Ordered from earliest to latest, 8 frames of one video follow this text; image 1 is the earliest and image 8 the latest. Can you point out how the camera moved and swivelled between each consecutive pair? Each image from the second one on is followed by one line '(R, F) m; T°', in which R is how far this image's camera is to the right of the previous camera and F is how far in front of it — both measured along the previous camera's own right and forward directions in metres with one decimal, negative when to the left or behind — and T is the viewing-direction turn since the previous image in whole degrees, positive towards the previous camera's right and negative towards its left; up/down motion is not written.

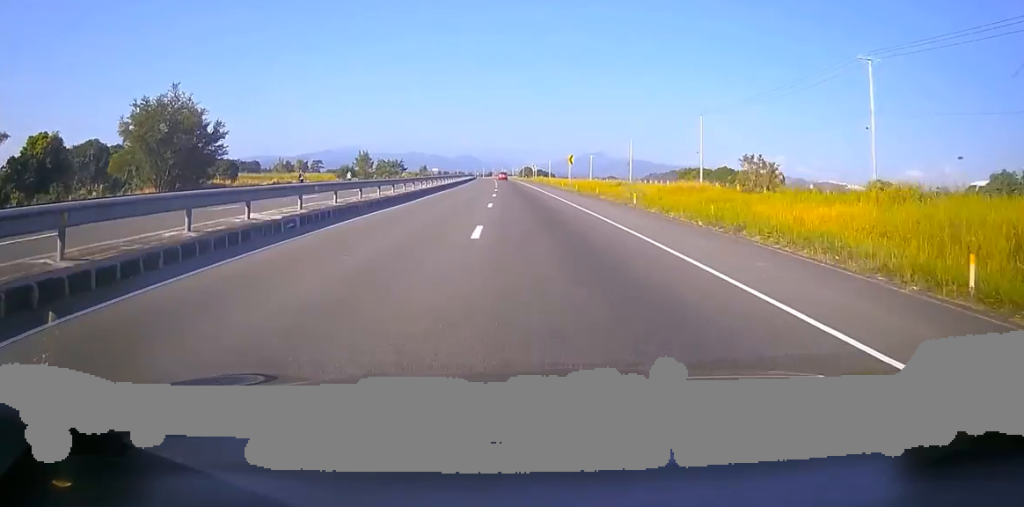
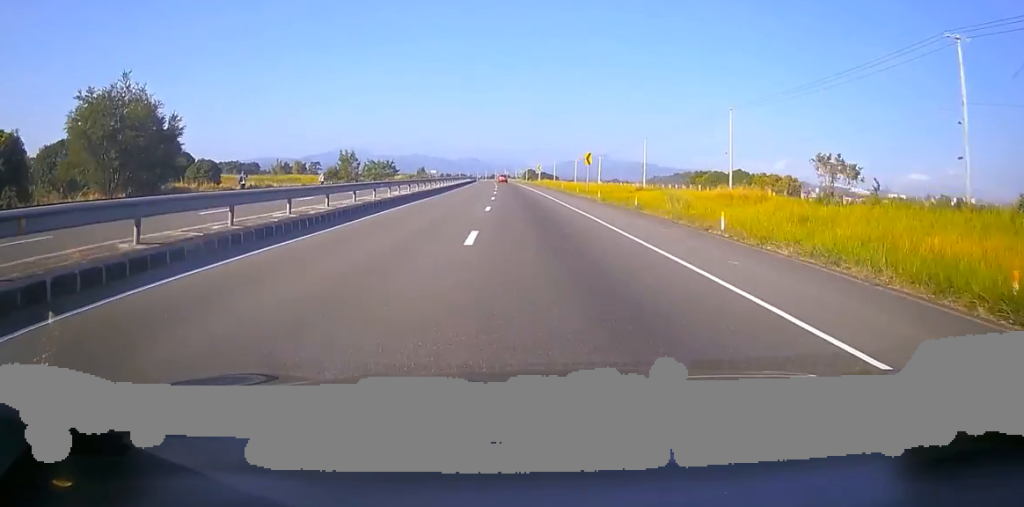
(-0.6, +12.6) m; 0°
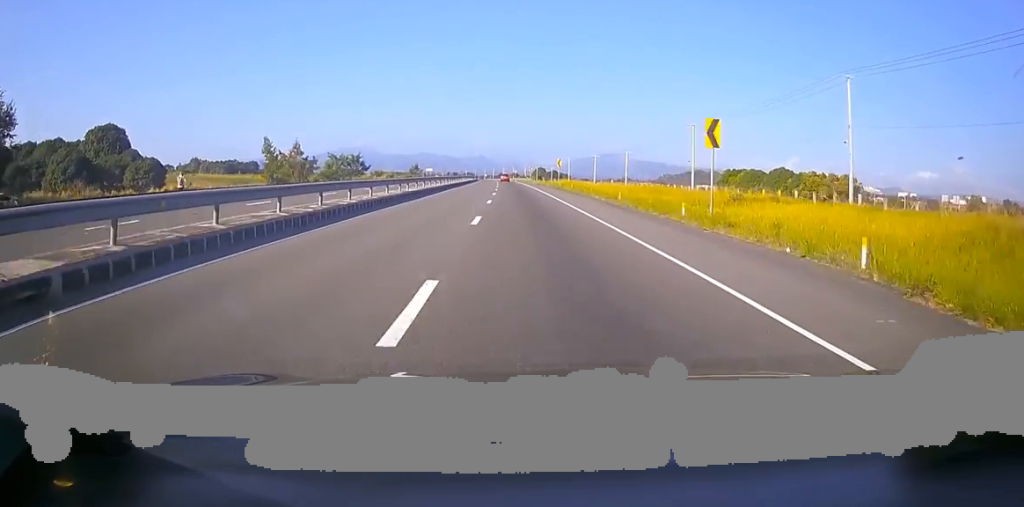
(+1.3, +31.2) m; 0°
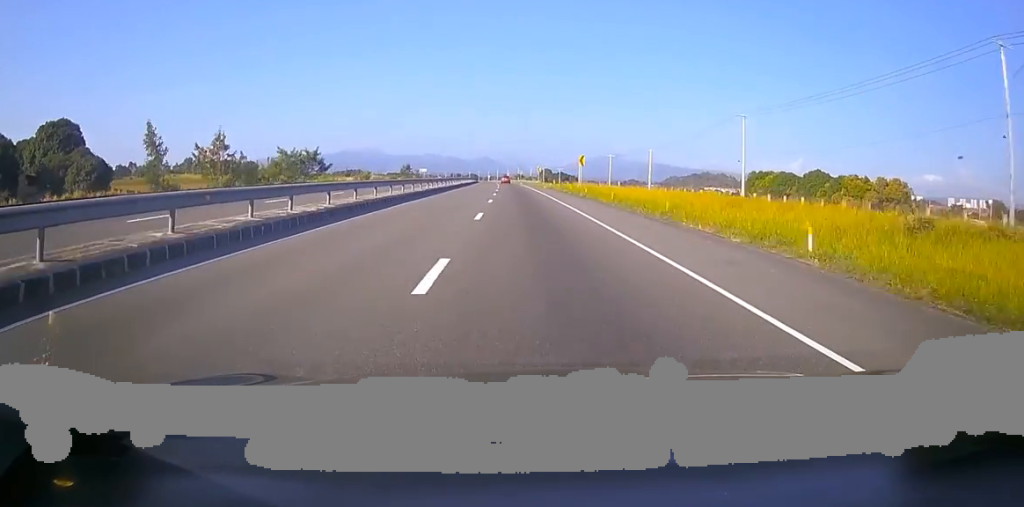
(-0.7, +21.8) m; 0°
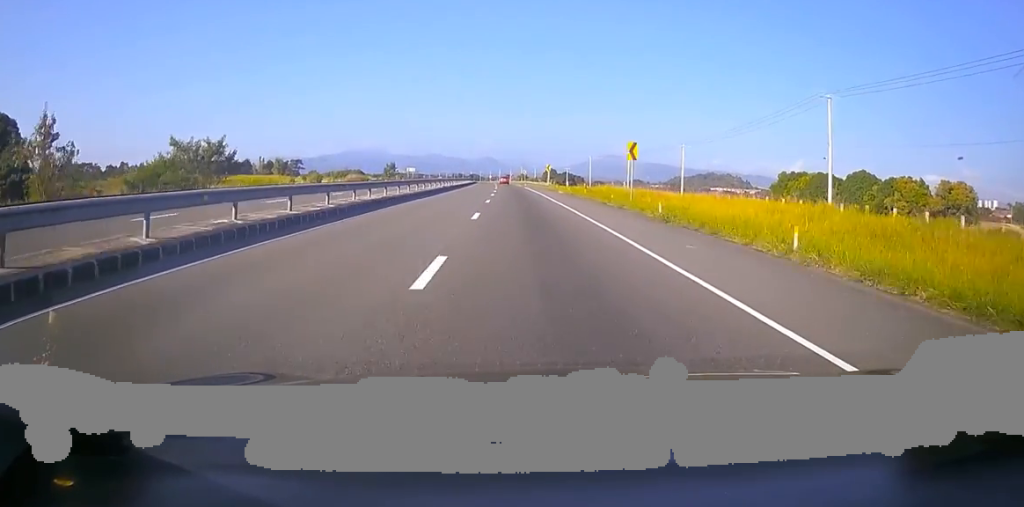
(-0.1, +23.7) m; 0°
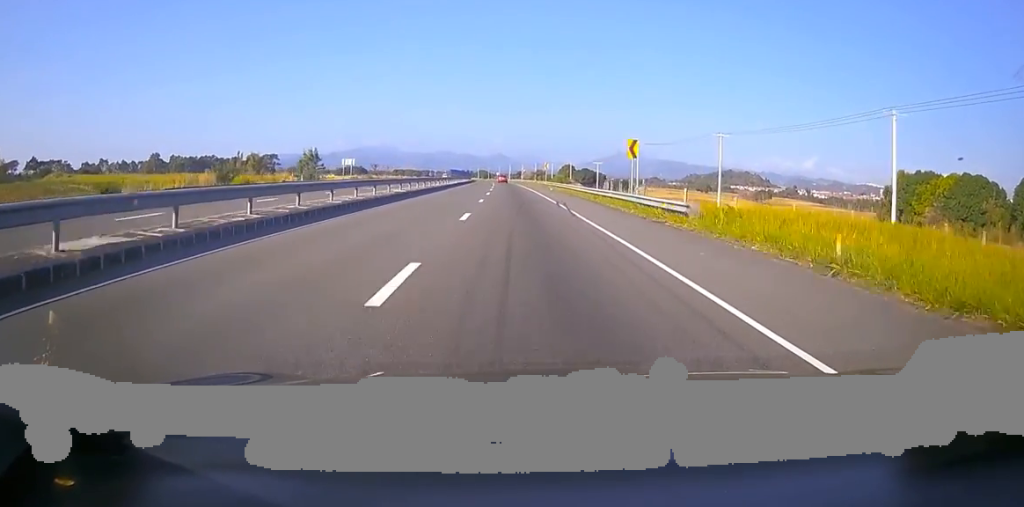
(-0.9, +61.3) m; -3°
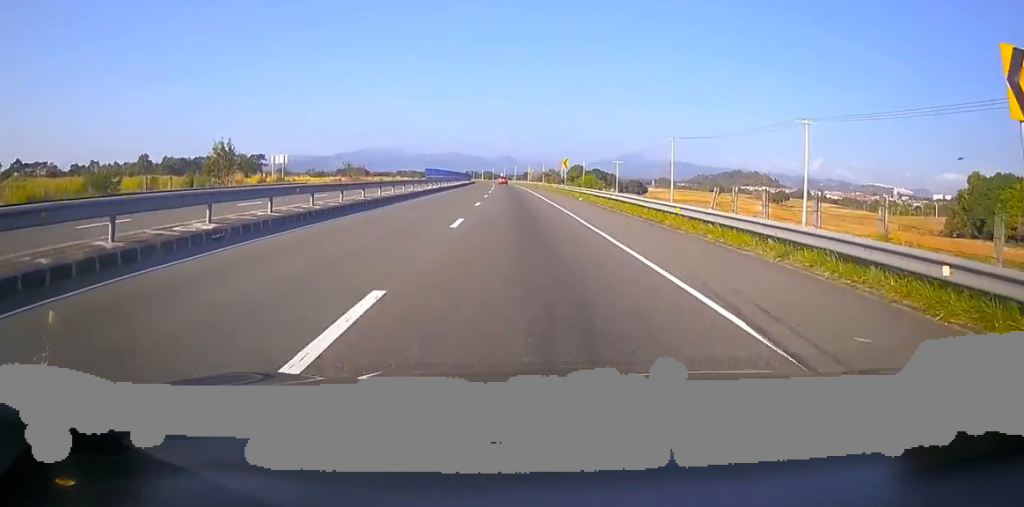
(-0.4, +25.9) m; -1°
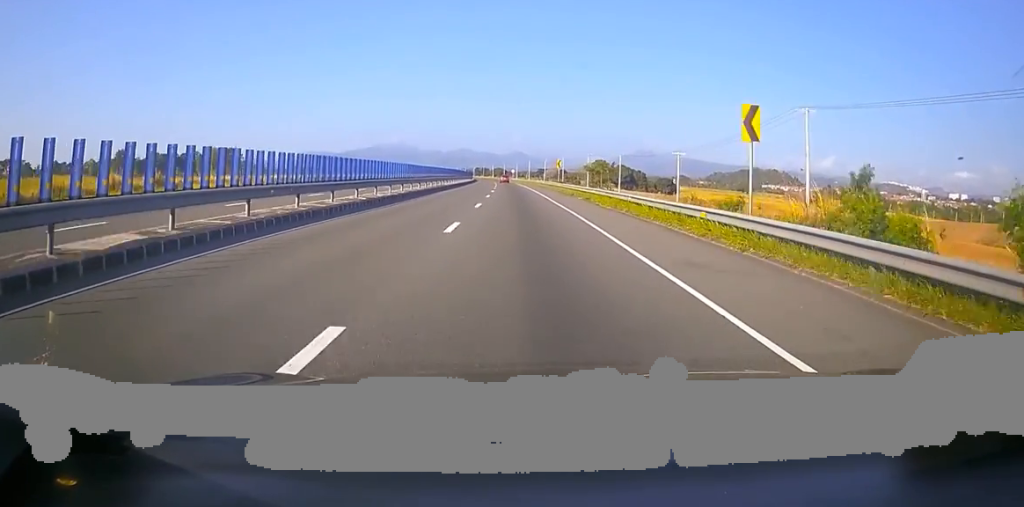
(+0.7, +49.6) m; +1°
